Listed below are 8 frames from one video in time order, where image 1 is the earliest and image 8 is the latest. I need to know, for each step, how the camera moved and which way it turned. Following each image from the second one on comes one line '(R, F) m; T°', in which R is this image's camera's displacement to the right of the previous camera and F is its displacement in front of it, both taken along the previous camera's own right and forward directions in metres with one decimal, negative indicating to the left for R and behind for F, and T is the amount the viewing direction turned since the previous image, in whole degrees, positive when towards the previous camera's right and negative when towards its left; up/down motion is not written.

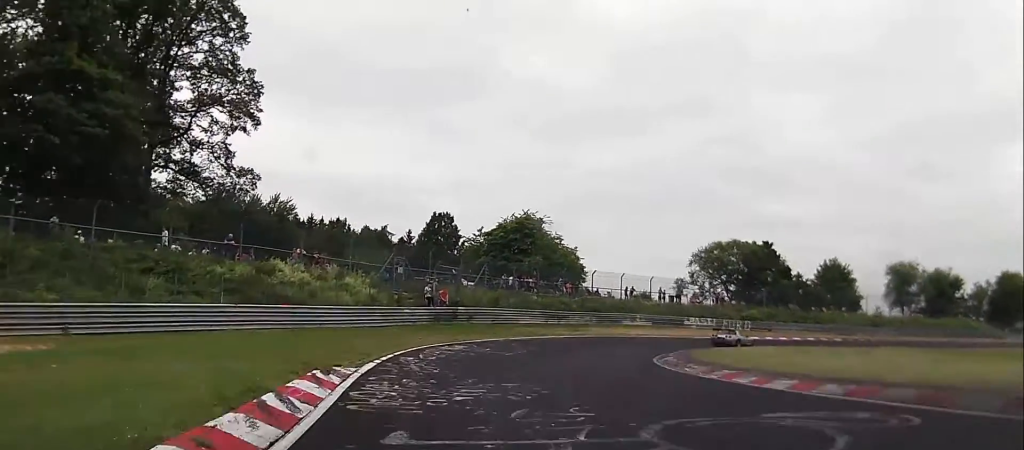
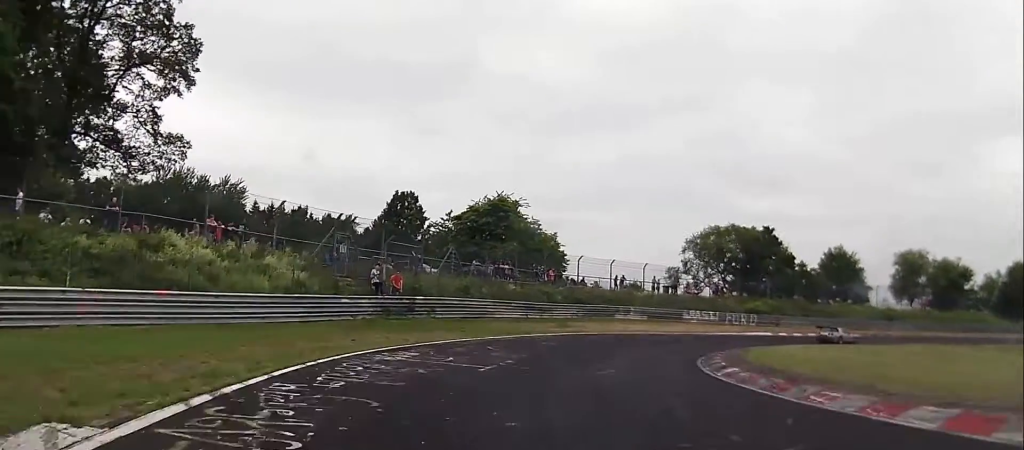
(-0.8, +9.4) m; -1°
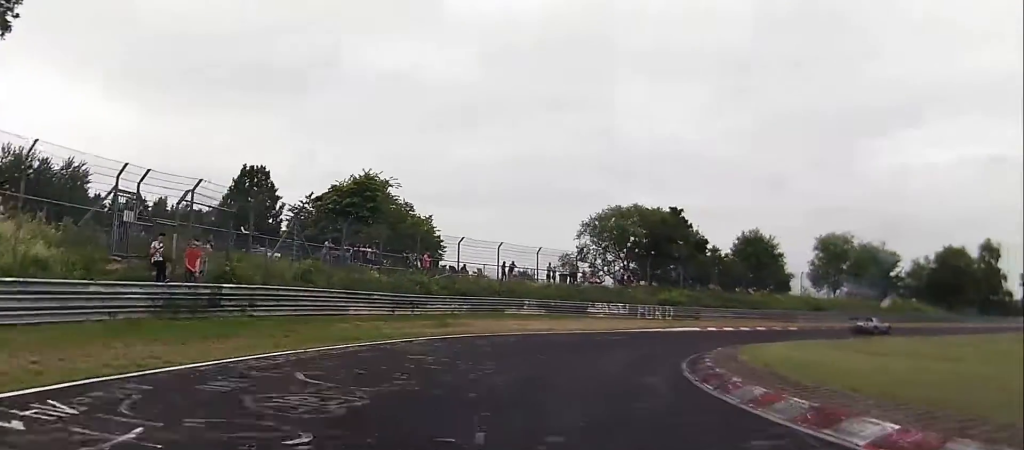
(+0.6, +11.3) m; +10°
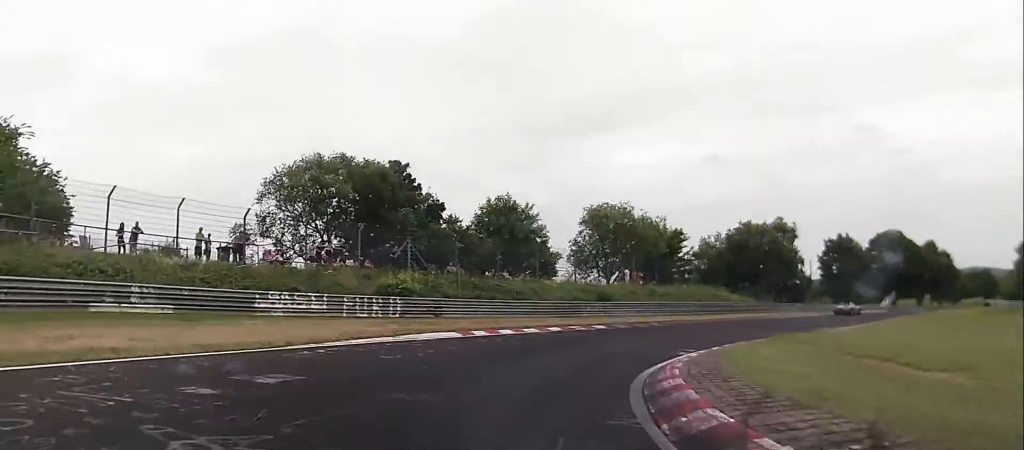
(+3.9, +19.6) m; +29°
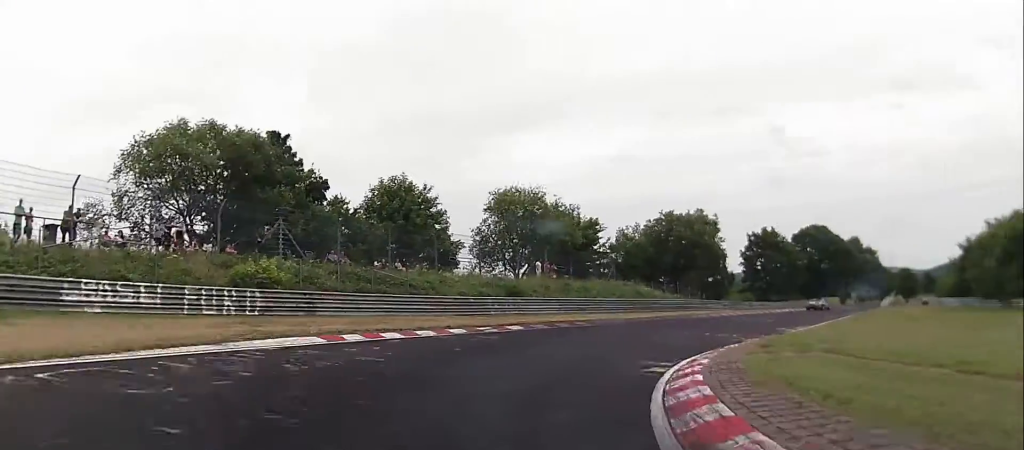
(+0.6, +7.4) m; +11°
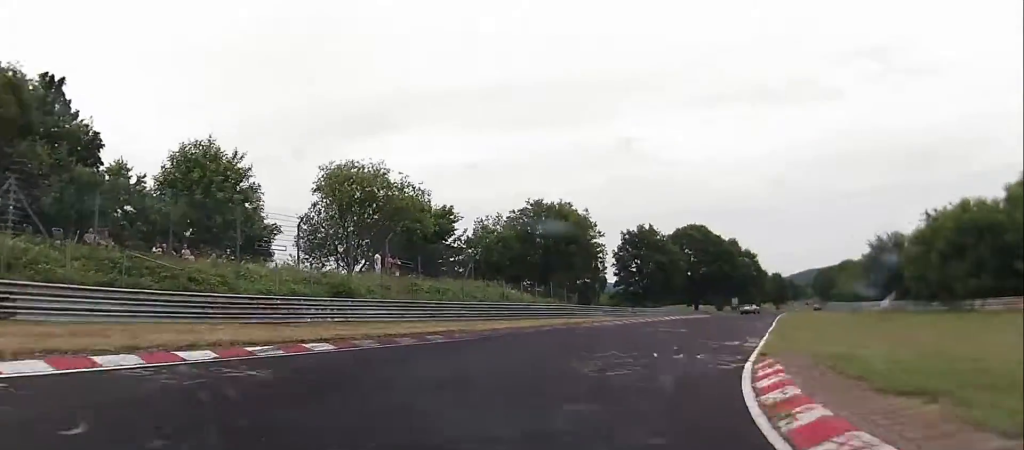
(+1.8, +11.5) m; +14°
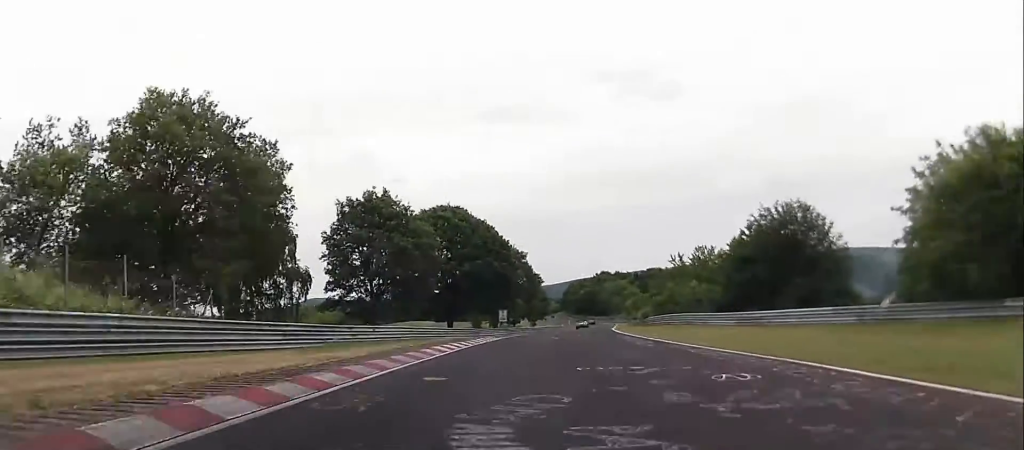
(+7.3, +31.1) m; +20°
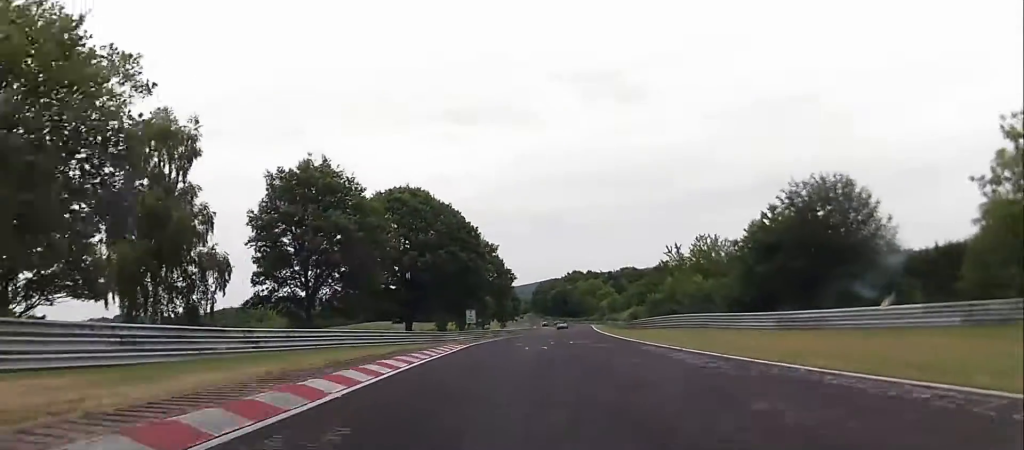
(+0.3, +10.3) m; +3°
